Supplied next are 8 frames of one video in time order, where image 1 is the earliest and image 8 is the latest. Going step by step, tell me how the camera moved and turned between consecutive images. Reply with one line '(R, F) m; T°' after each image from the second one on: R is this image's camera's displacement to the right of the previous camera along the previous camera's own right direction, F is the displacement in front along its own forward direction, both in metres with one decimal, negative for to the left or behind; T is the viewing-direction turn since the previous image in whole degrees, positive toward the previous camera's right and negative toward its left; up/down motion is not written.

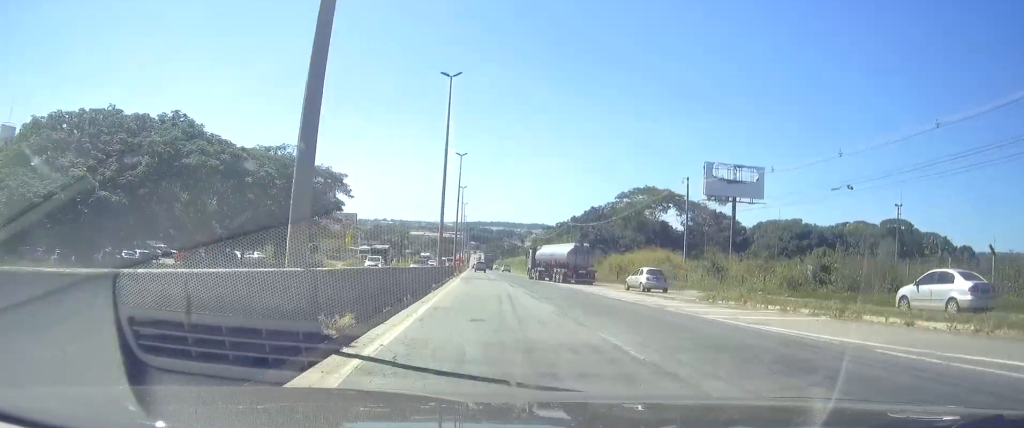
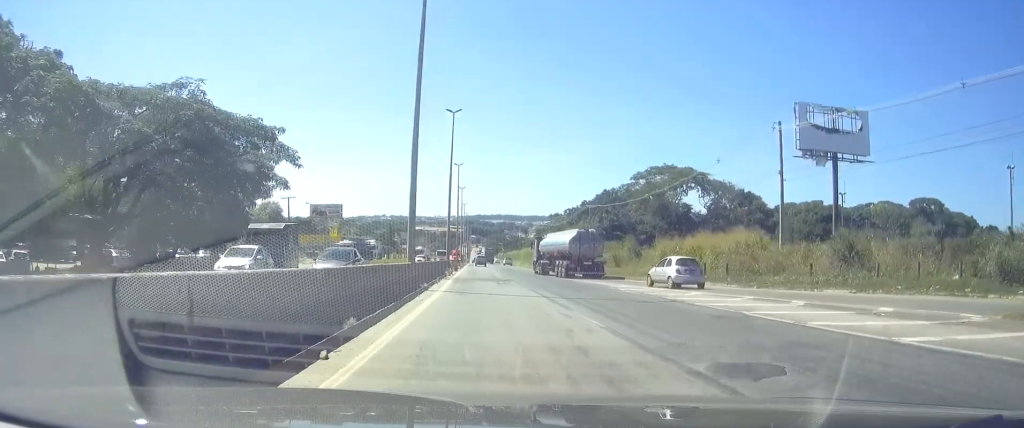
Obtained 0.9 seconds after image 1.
(0.0, +19.2) m; 0°
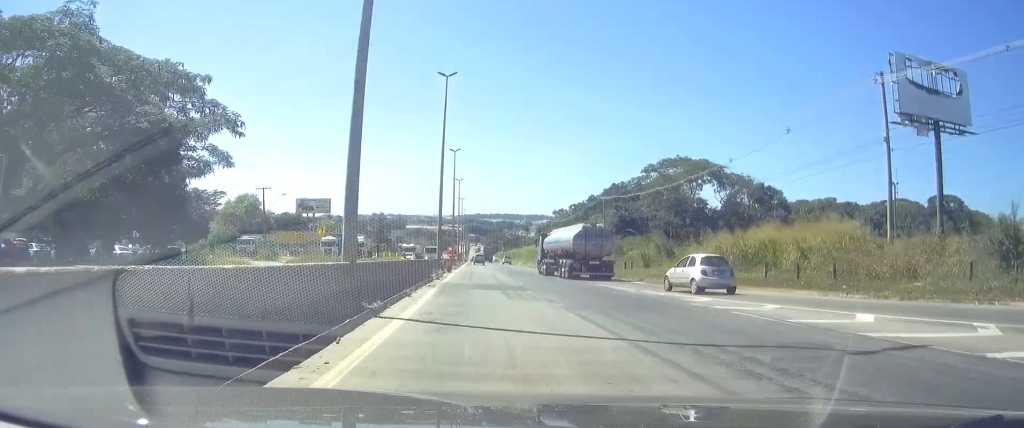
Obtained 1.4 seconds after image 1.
(0.0, +12.0) m; 0°
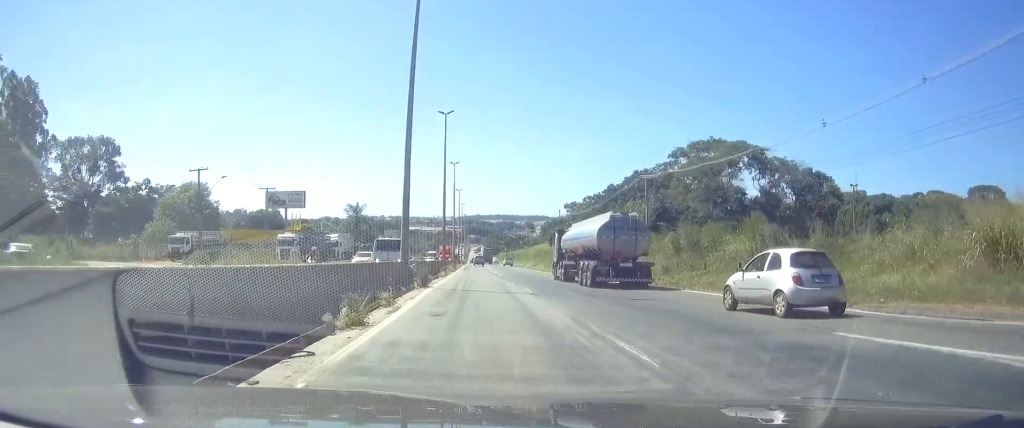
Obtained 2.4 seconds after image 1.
(-0.2, +22.8) m; -1°
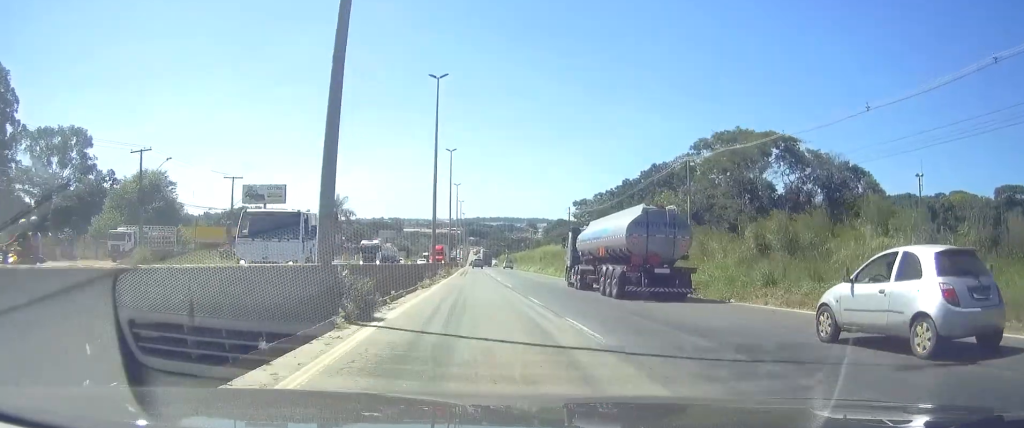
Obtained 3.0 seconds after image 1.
(0.0, +13.7) m; 0°
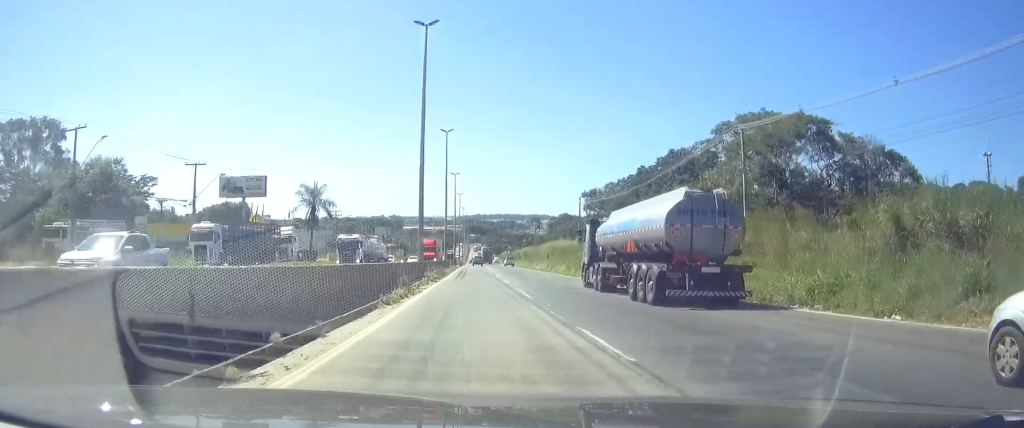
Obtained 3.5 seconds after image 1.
(0.0, +11.3) m; 0°
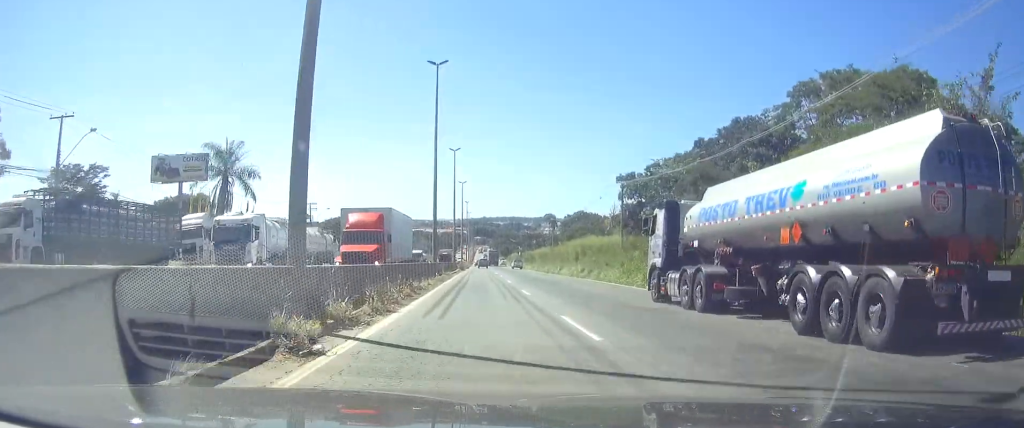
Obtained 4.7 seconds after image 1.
(+0.1, +26.1) m; 0°
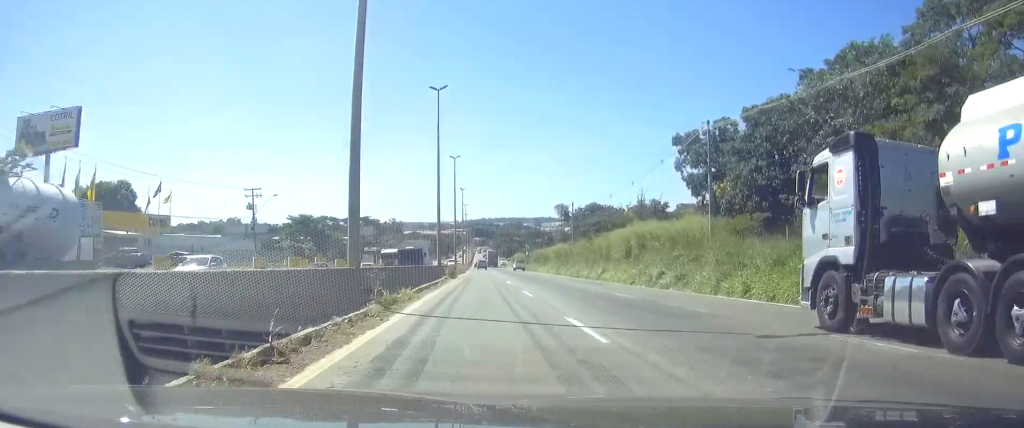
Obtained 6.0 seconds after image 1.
(-0.1, +29.0) m; 0°
